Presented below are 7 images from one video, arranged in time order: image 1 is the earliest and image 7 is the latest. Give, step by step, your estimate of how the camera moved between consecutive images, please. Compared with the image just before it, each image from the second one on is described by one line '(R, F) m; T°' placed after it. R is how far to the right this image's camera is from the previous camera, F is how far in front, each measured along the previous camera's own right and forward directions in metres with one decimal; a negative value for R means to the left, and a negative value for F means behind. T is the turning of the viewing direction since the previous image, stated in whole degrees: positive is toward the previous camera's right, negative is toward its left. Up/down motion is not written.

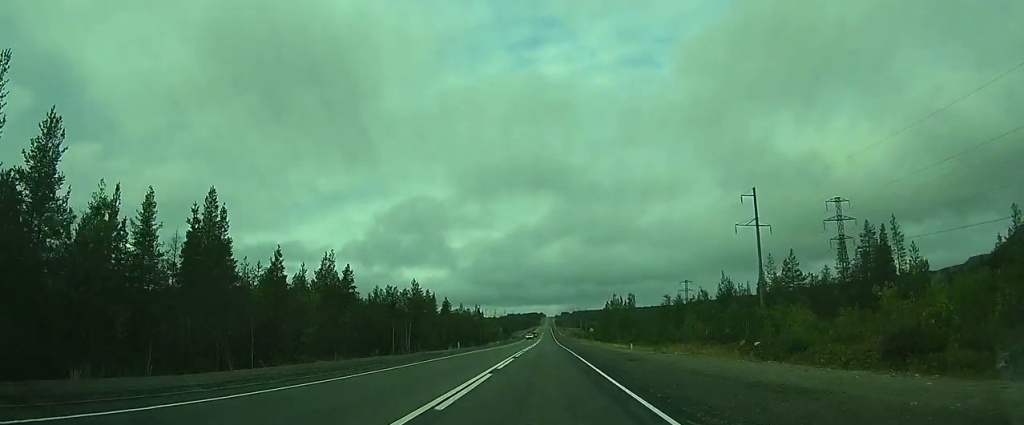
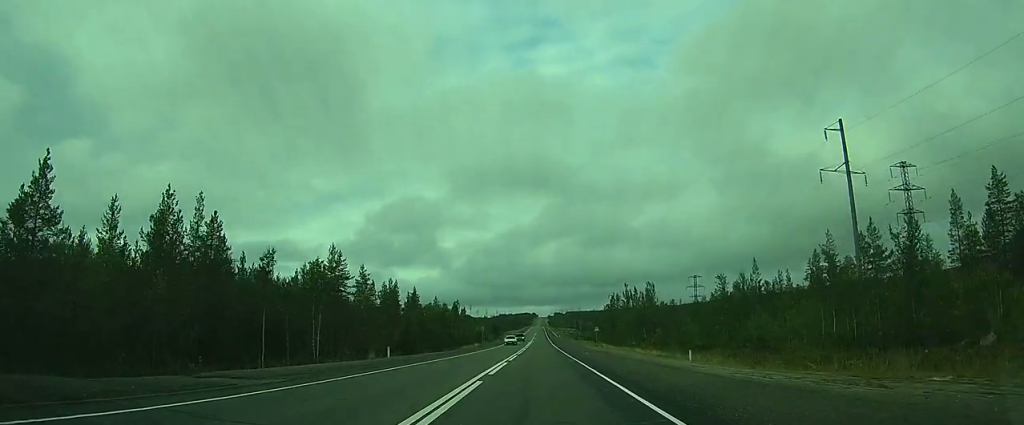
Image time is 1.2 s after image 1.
(0.0, +26.1) m; 0°
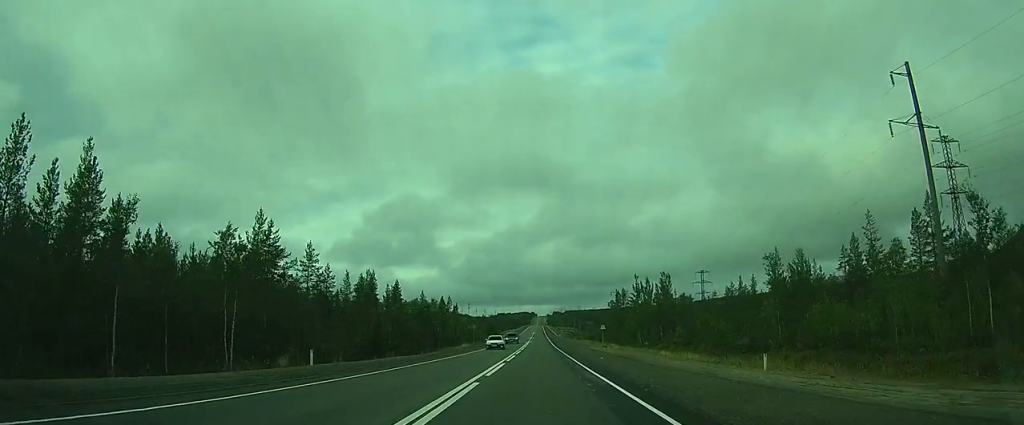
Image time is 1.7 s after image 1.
(0.0, +11.8) m; 0°
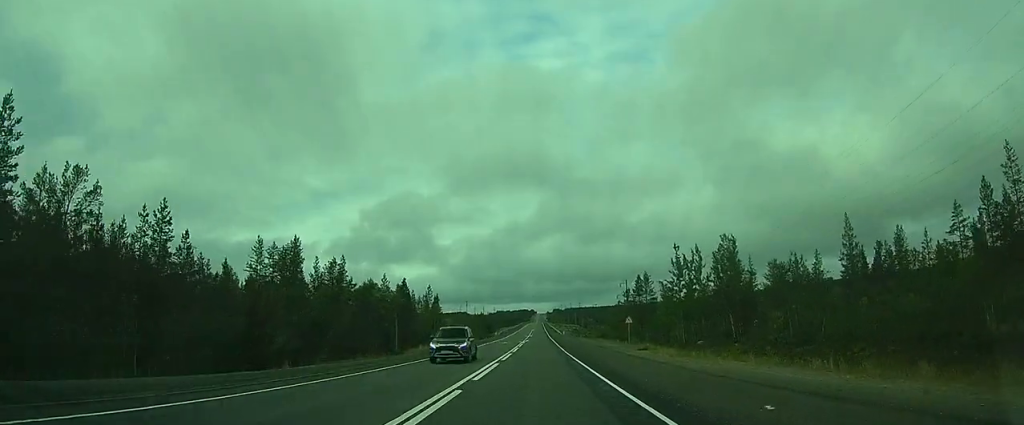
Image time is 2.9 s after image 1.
(0.0, +25.6) m; 0°
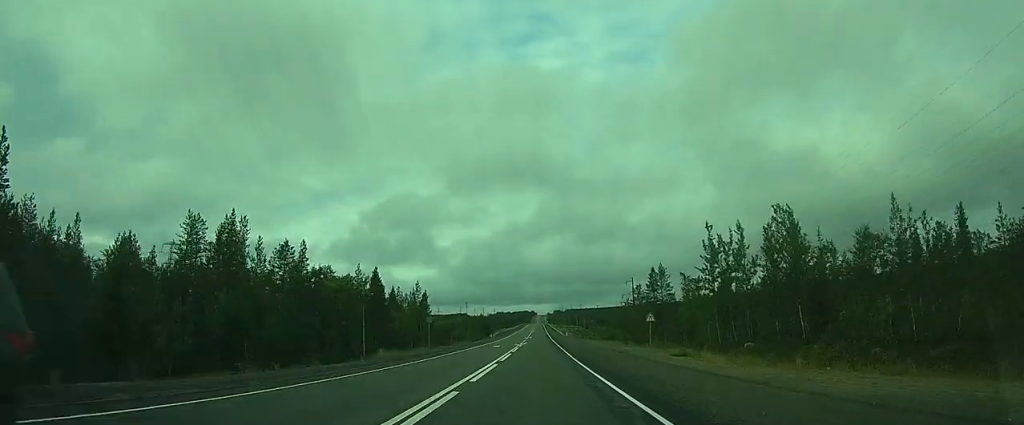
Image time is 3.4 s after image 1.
(0.0, +11.7) m; 0°
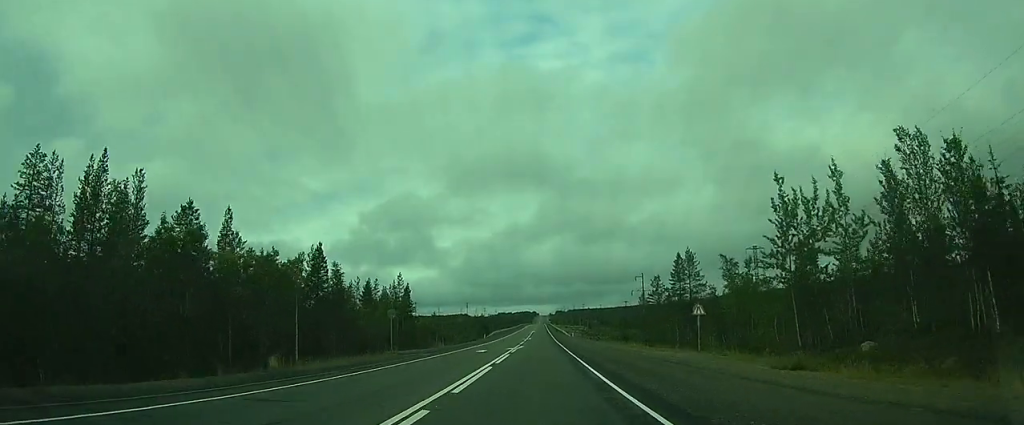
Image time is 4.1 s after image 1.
(0.0, +14.6) m; 0°
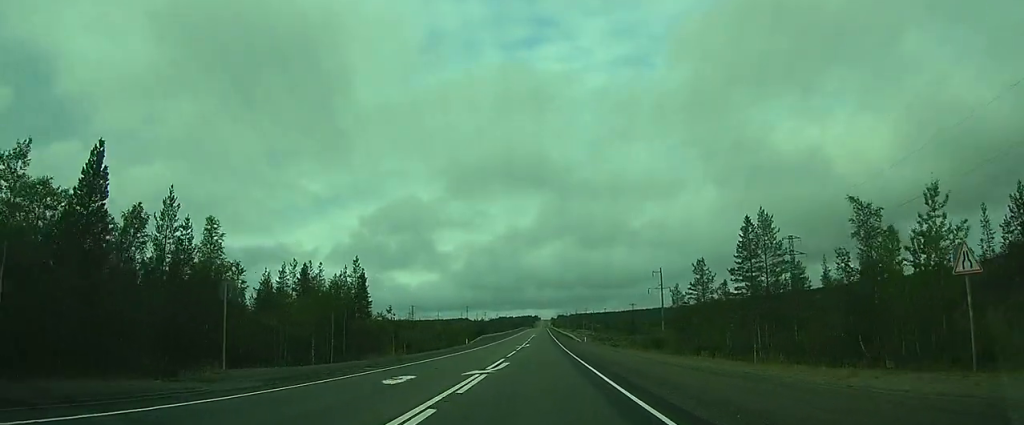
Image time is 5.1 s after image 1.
(+0.1, +22.7) m; 0°
